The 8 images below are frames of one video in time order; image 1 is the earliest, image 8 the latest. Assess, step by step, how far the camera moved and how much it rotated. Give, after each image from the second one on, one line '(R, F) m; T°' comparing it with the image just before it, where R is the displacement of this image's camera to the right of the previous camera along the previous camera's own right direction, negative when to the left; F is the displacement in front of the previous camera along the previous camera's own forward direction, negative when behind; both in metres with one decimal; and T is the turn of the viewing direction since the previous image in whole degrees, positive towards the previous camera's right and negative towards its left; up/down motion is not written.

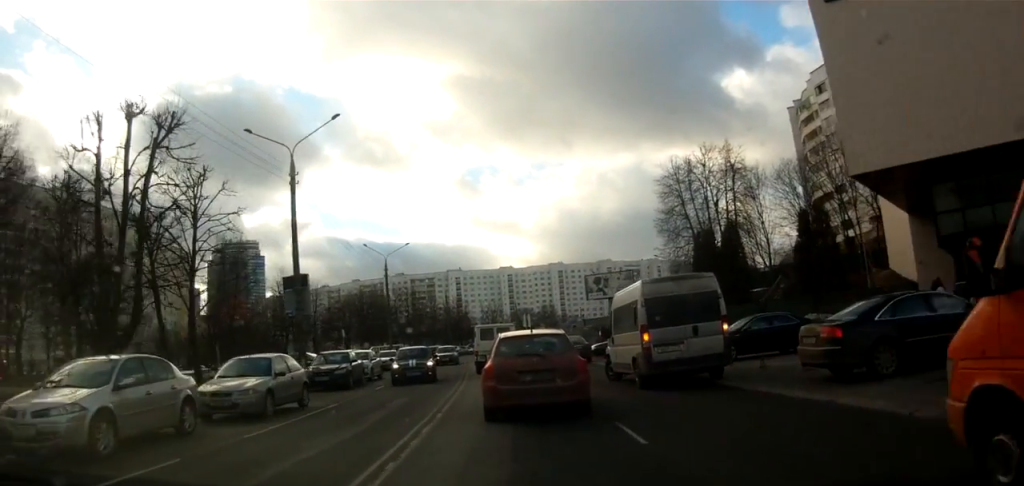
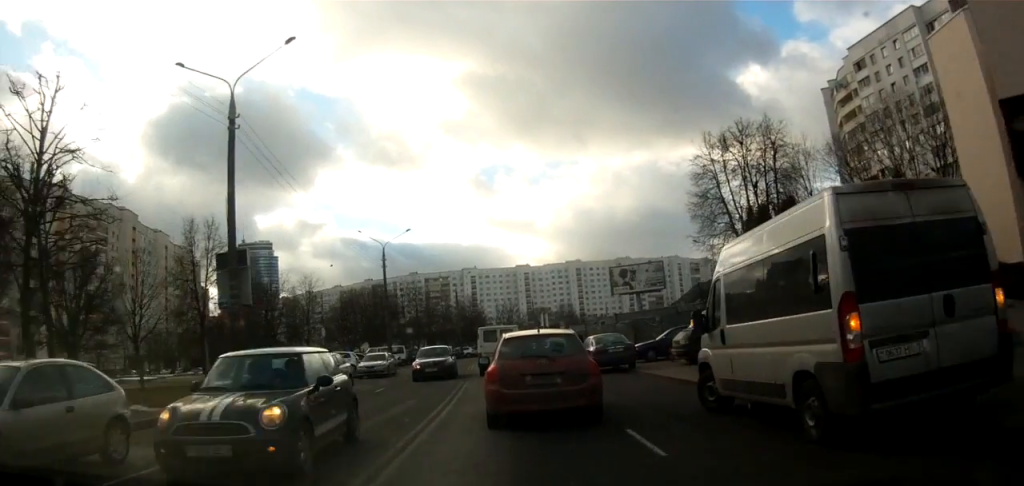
(+0.2, +8.1) m; -1°
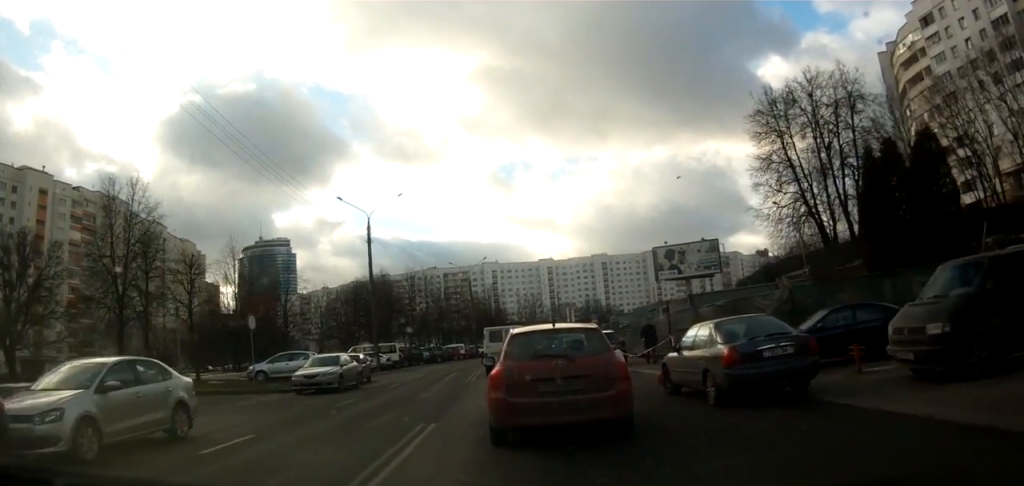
(-0.1, +12.4) m; +4°
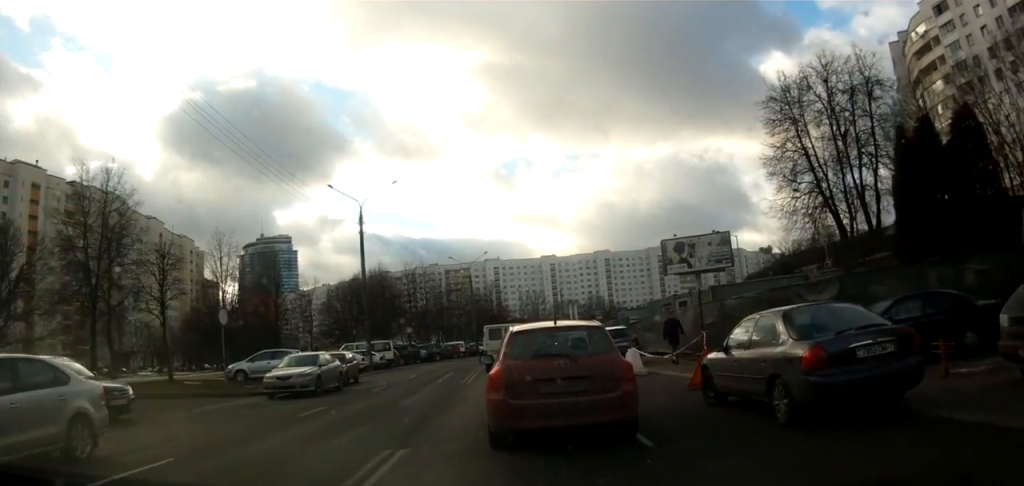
(0.0, +2.8) m; -2°
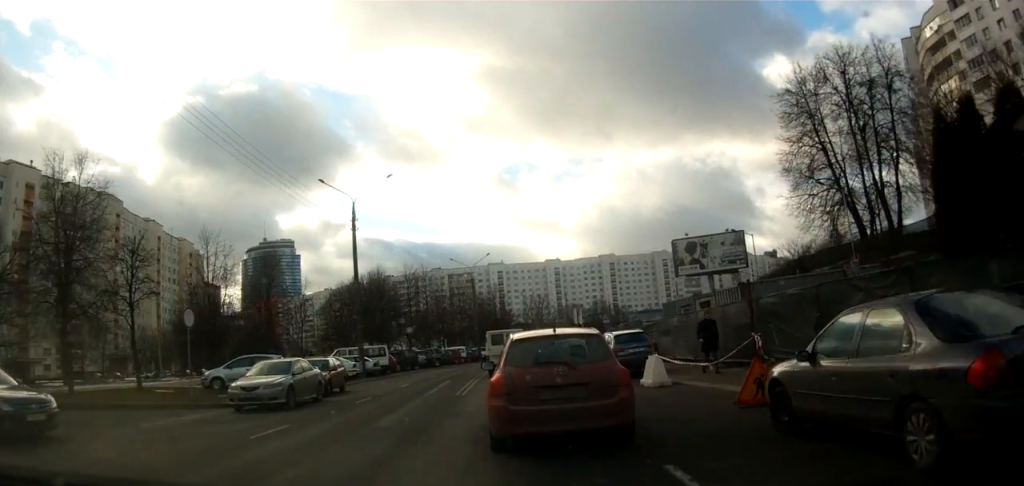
(+0.1, +3.0) m; -3°
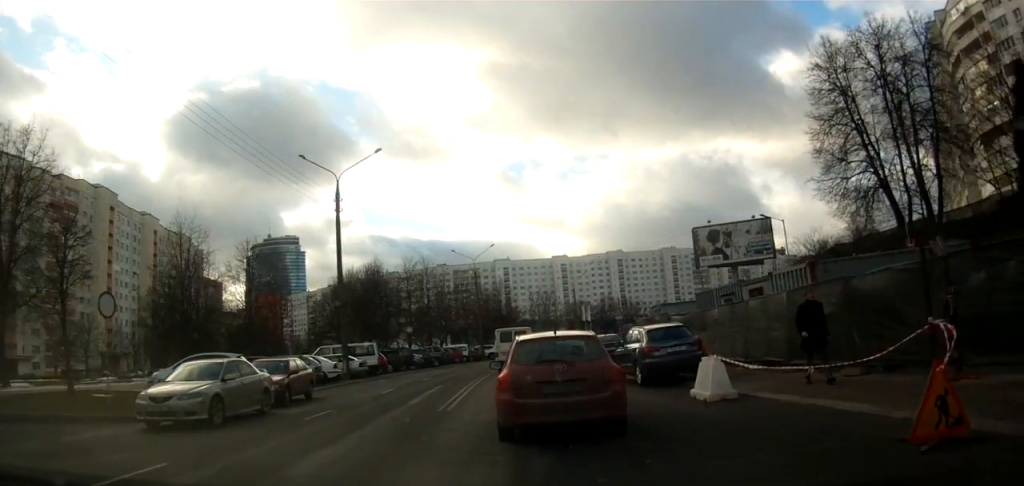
(-0.4, +5.2) m; -1°
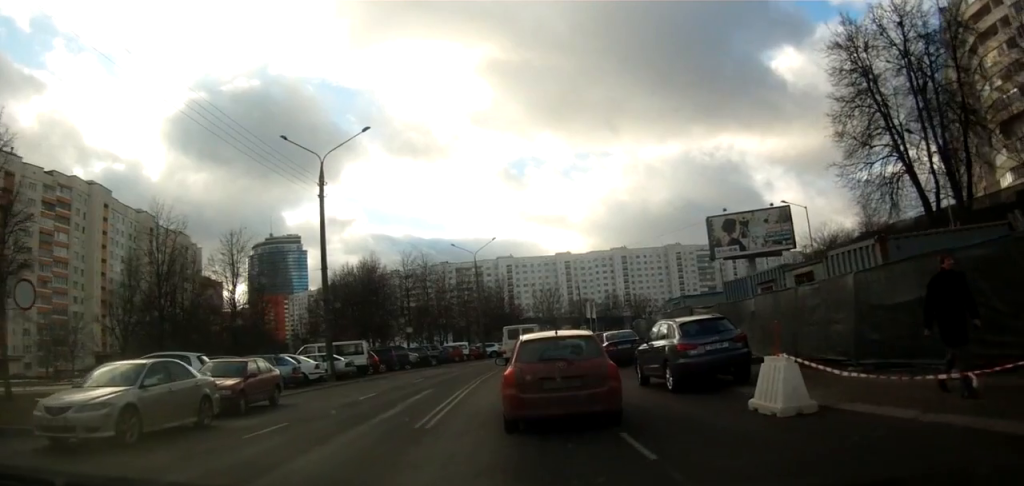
(0.0, +3.2) m; 0°
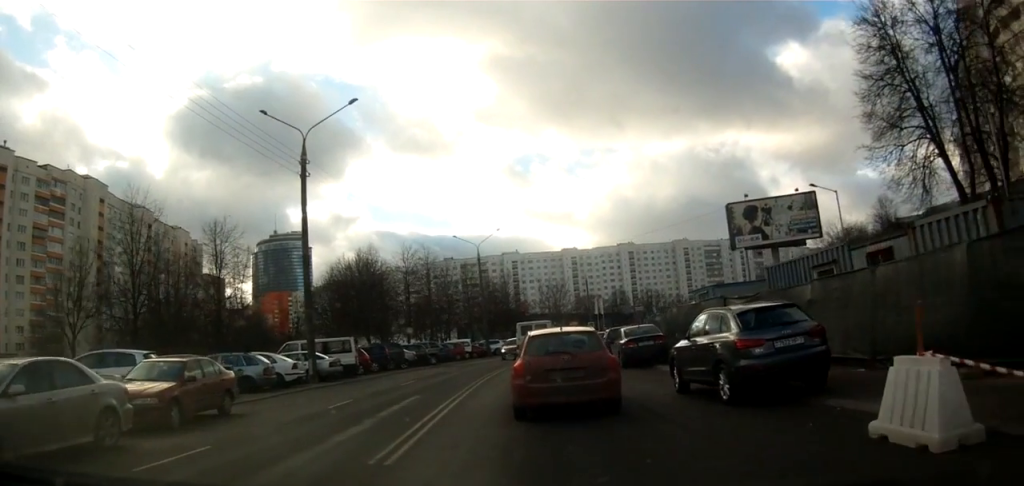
(+0.3, +3.4) m; +1°
